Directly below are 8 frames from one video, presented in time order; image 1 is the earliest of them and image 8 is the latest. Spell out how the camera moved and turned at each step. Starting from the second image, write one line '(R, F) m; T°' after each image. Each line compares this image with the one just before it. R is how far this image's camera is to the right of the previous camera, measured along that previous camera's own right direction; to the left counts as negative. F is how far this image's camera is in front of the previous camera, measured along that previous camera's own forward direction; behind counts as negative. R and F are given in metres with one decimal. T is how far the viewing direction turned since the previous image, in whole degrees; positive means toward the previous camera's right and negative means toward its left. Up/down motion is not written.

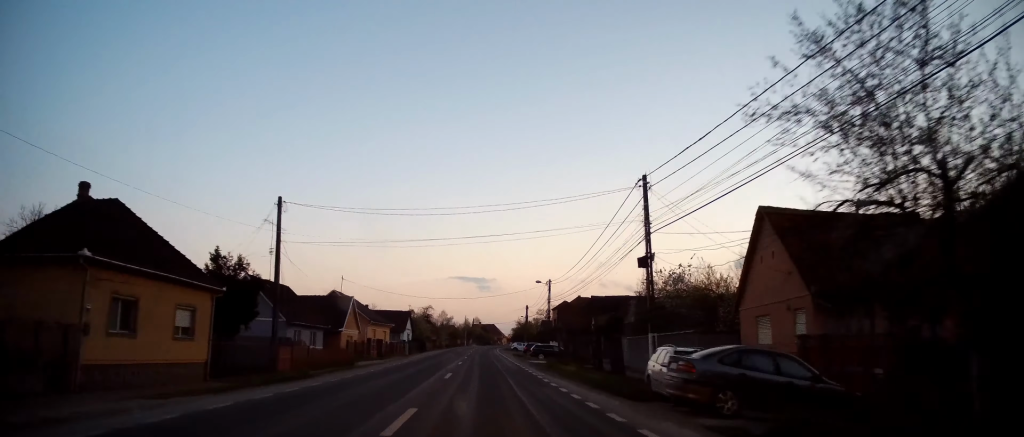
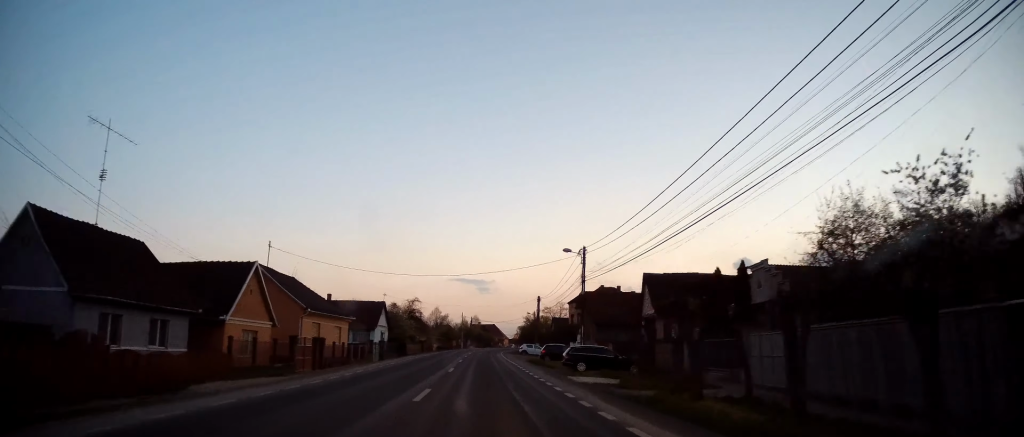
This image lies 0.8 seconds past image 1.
(0.0, +20.2) m; +1°
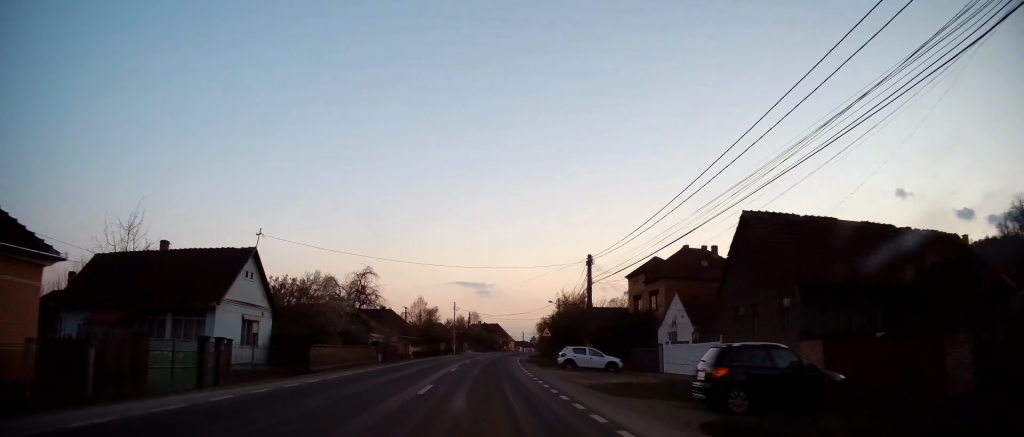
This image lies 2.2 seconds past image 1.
(+0.5, +34.3) m; 0°
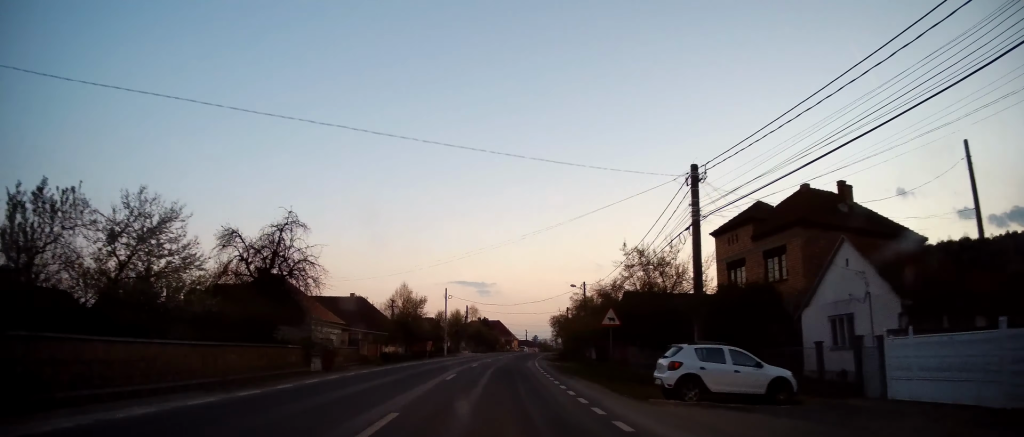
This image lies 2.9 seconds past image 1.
(-0.3, +19.3) m; -1°
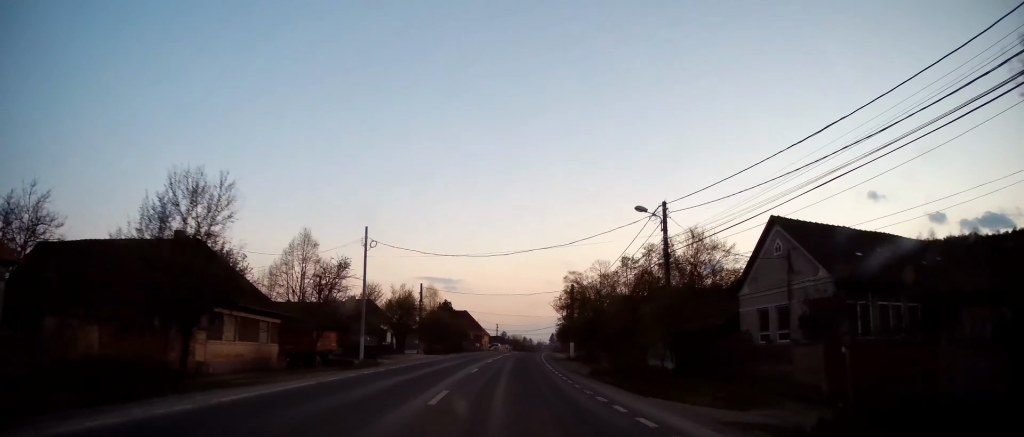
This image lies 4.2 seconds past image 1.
(-0.2, +31.9) m; +2°
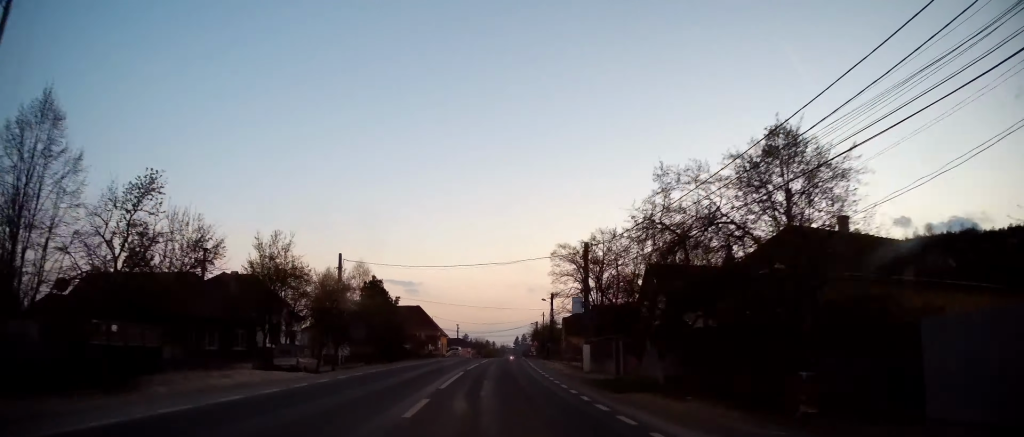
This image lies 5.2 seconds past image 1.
(+1.1, +26.1) m; +3°
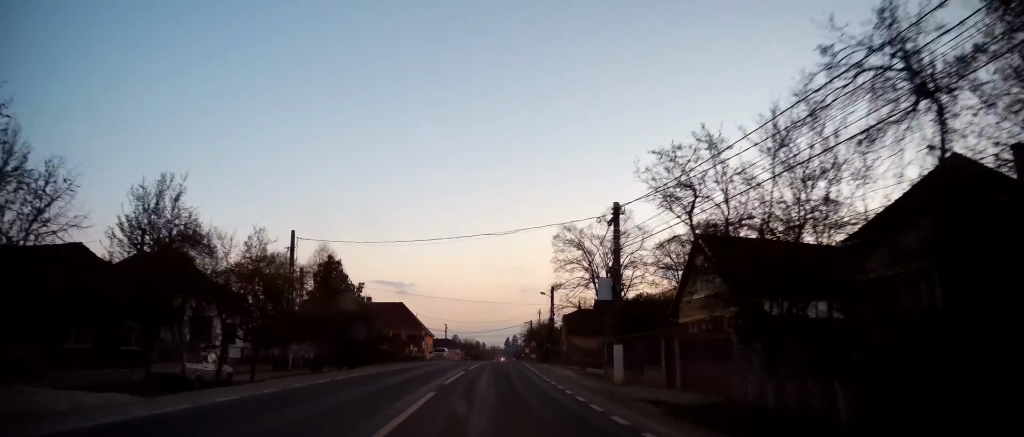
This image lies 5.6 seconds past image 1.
(+0.1, +10.2) m; +1°
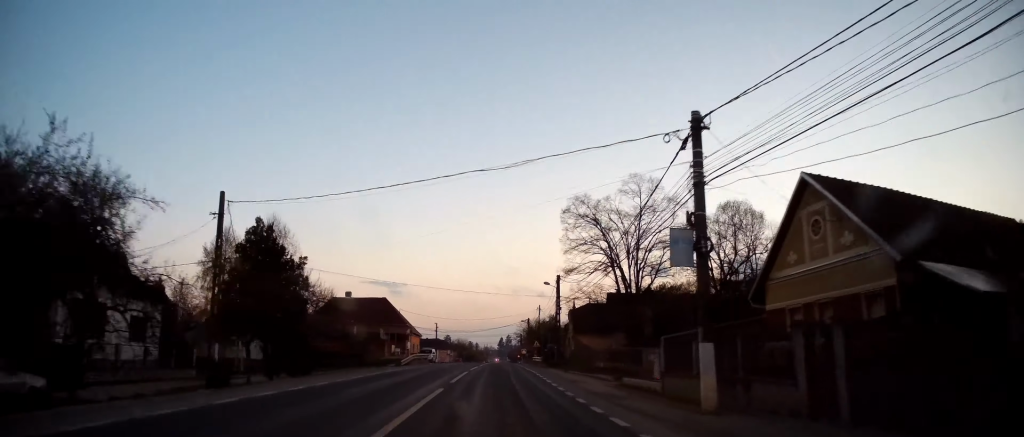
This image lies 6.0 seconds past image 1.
(-0.1, +10.2) m; +1°
